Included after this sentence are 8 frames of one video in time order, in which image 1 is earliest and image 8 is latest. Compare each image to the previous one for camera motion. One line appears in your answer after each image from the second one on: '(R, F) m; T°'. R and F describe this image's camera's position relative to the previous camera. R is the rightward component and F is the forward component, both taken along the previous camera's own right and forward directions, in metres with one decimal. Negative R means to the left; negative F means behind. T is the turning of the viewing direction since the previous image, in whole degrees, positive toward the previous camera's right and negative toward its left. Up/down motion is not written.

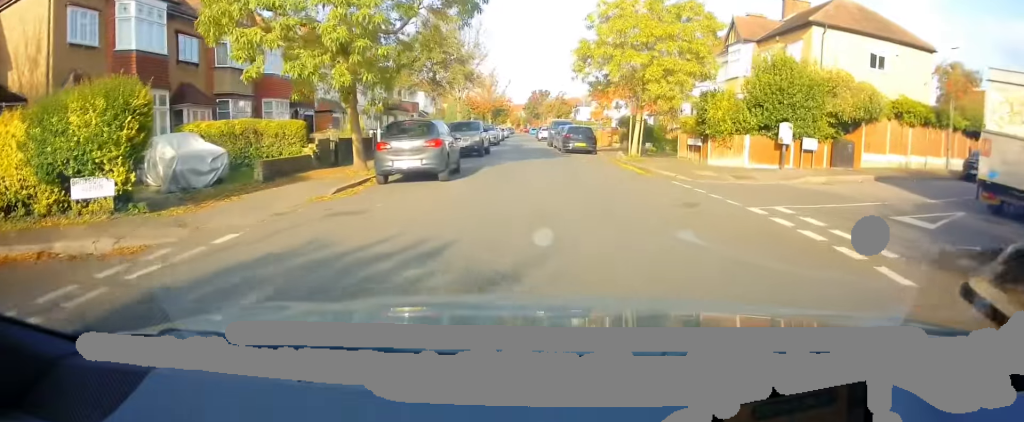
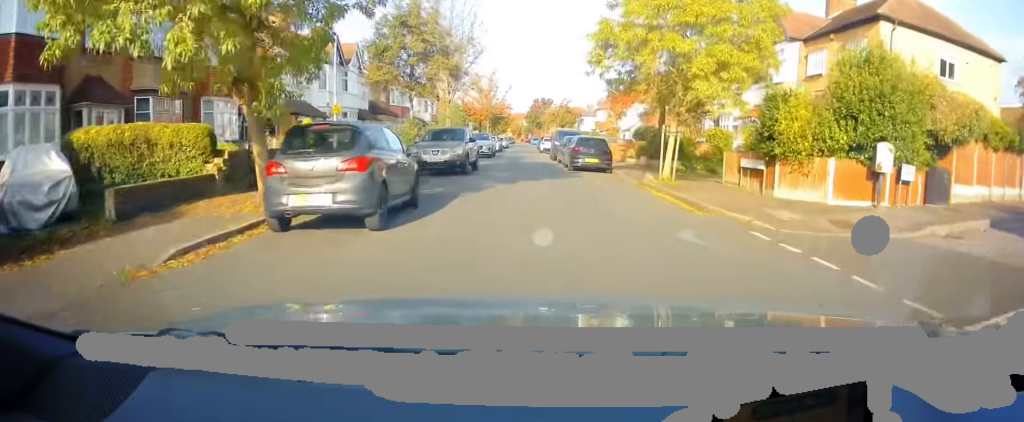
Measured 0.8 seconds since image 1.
(+0.2, +5.6) m; +2°
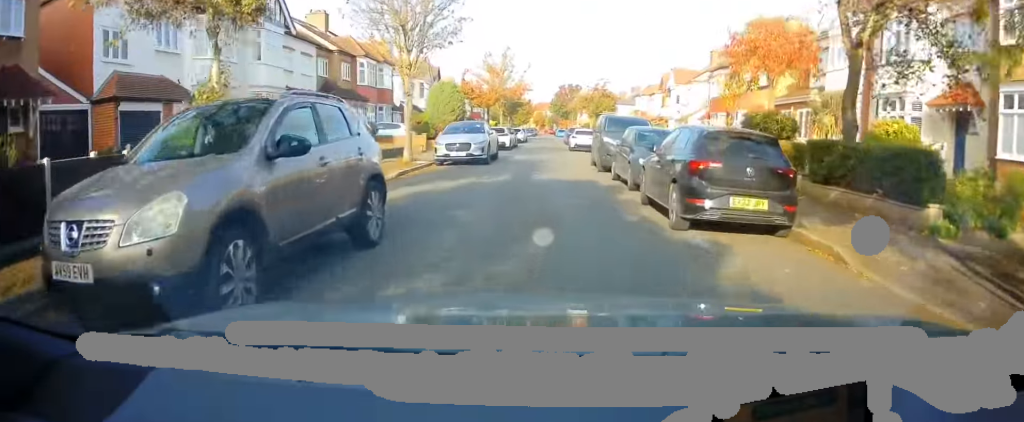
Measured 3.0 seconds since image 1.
(-0.6, +15.3) m; -4°
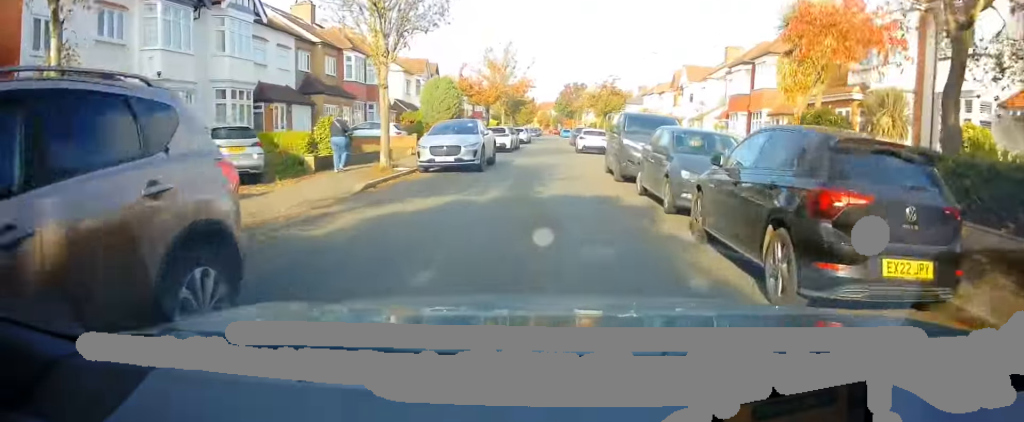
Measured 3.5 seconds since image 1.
(+0.1, +3.4) m; +1°
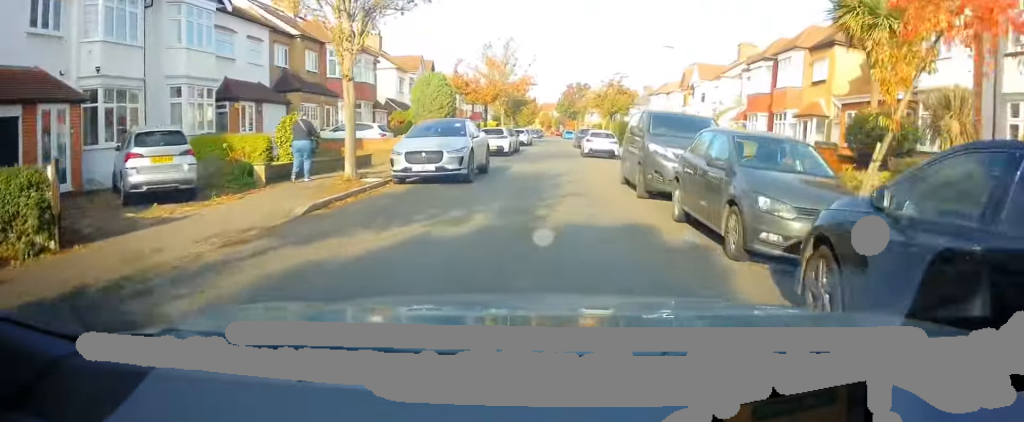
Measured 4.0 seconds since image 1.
(0.0, +3.2) m; -1°
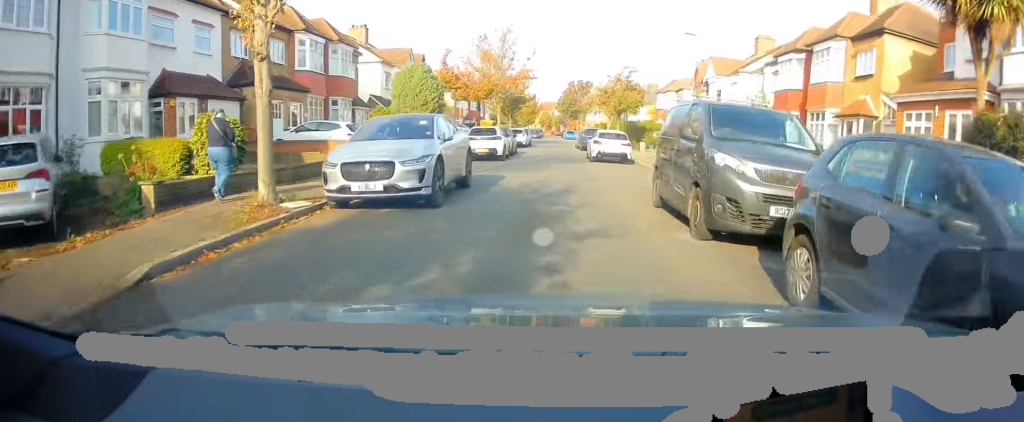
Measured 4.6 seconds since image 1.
(0.0, +4.4) m; -1°
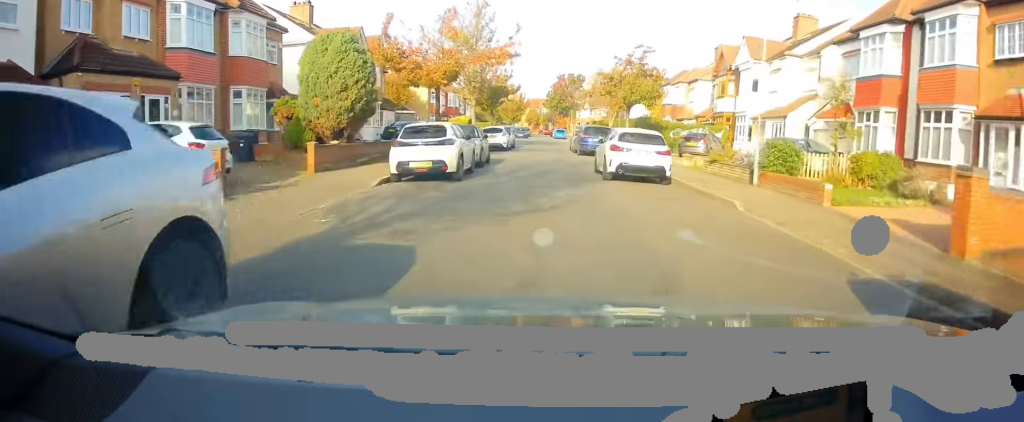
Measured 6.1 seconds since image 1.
(-0.1, +9.7) m; +1°
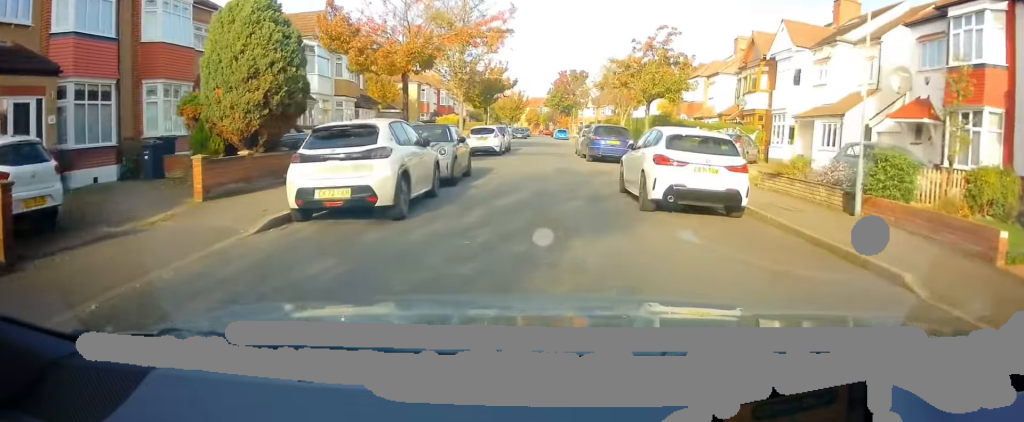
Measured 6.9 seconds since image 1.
(+0.1, +5.7) m; +1°
